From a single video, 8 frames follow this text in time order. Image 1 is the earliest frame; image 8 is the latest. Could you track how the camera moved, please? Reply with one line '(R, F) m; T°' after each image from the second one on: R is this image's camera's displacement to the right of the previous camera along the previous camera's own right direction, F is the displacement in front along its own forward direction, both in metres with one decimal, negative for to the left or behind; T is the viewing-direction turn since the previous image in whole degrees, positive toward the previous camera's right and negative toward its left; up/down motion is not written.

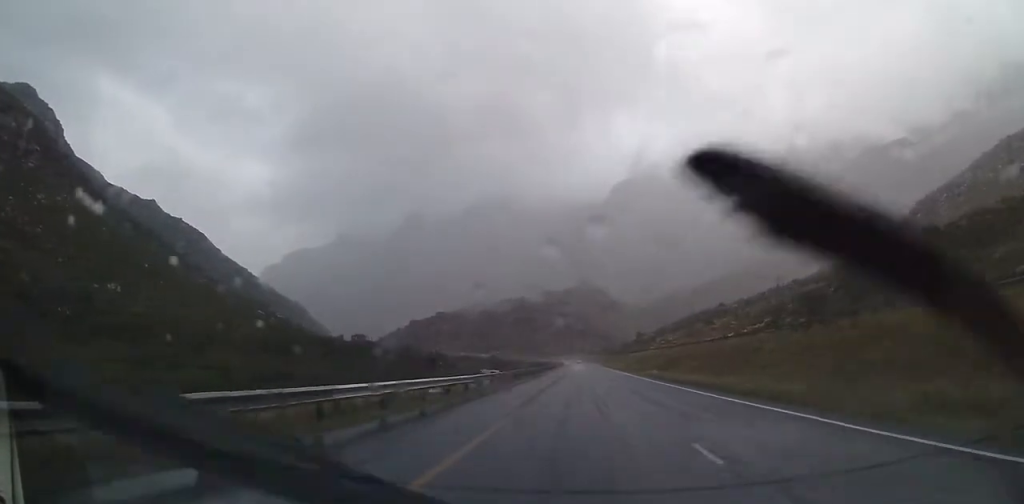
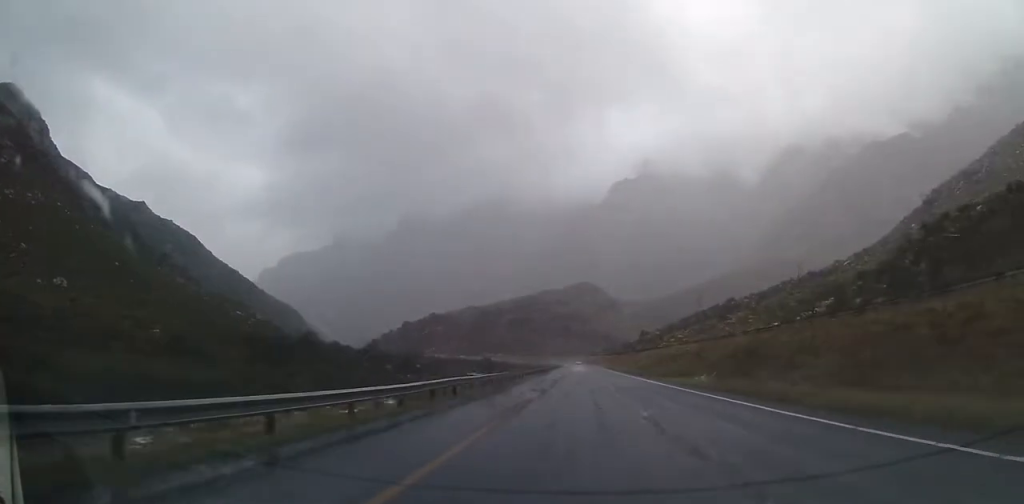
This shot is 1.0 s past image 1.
(-0.2, +30.3) m; -1°
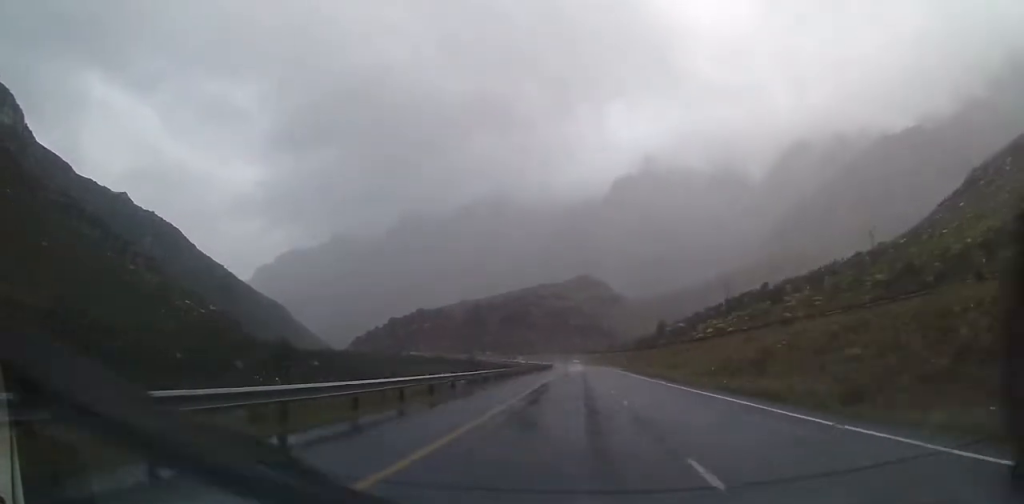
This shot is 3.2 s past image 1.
(-0.3, +63.6) m; +1°
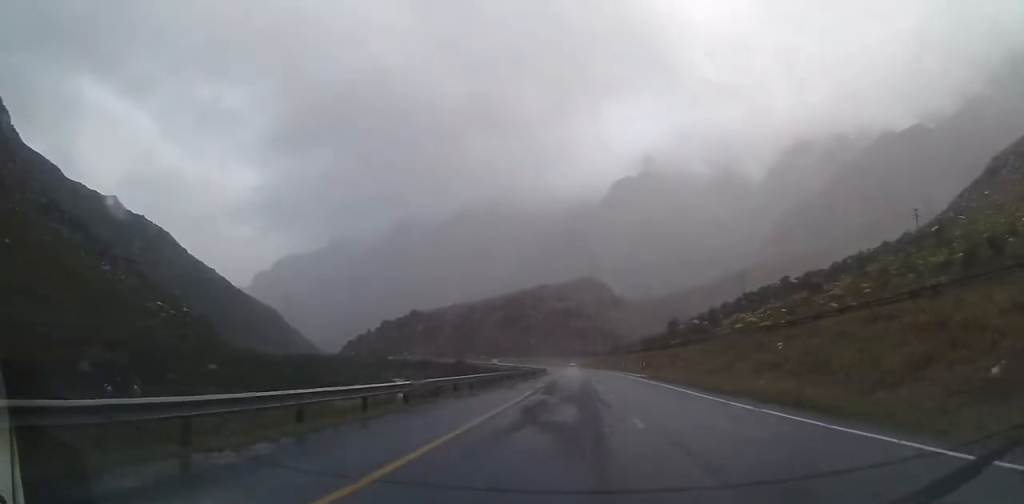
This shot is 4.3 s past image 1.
(+0.4, +29.6) m; 0°
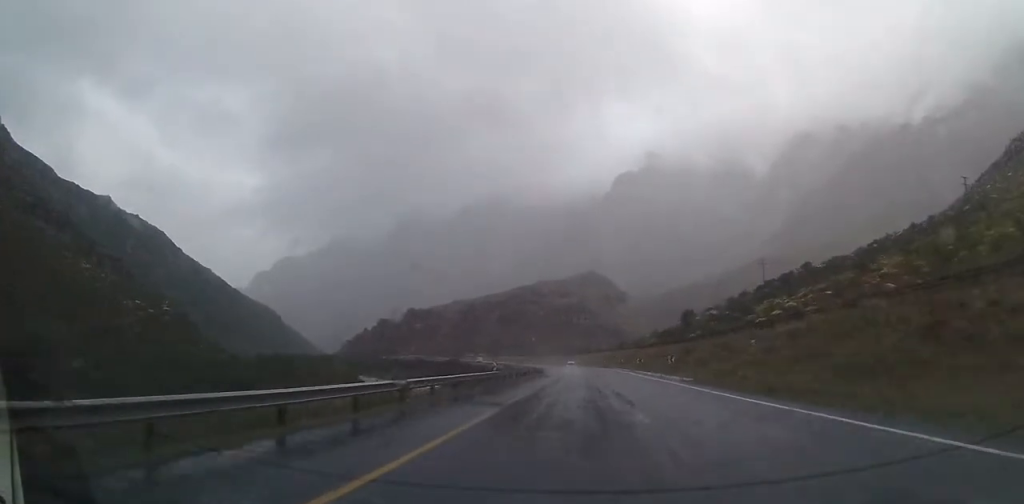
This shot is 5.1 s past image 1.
(-0.2, +23.7) m; -1°
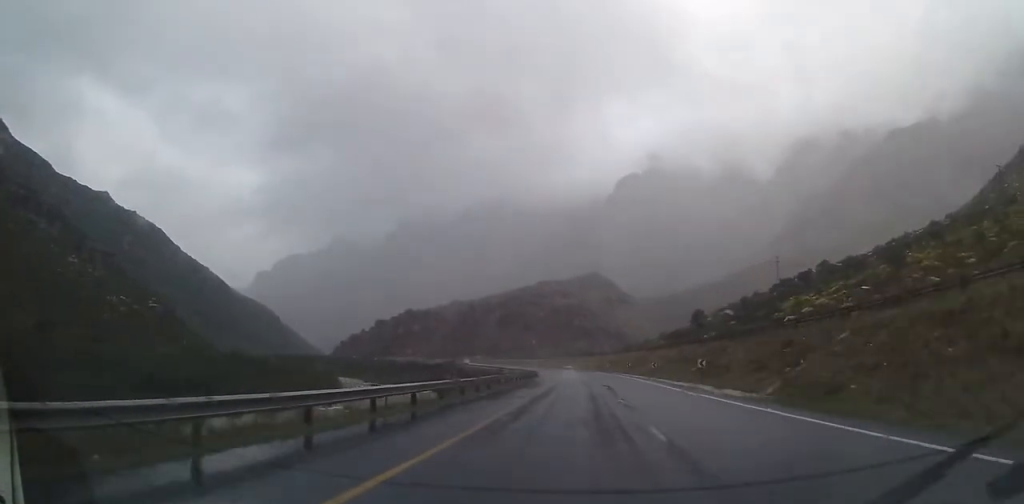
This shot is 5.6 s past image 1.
(-0.1, +14.2) m; 0°
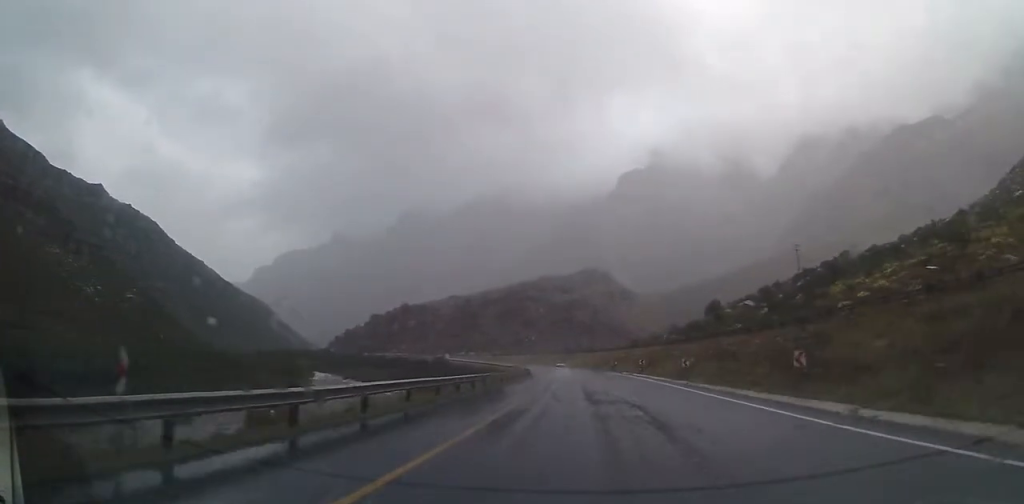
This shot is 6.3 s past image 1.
(0.0, +19.9) m; 0°
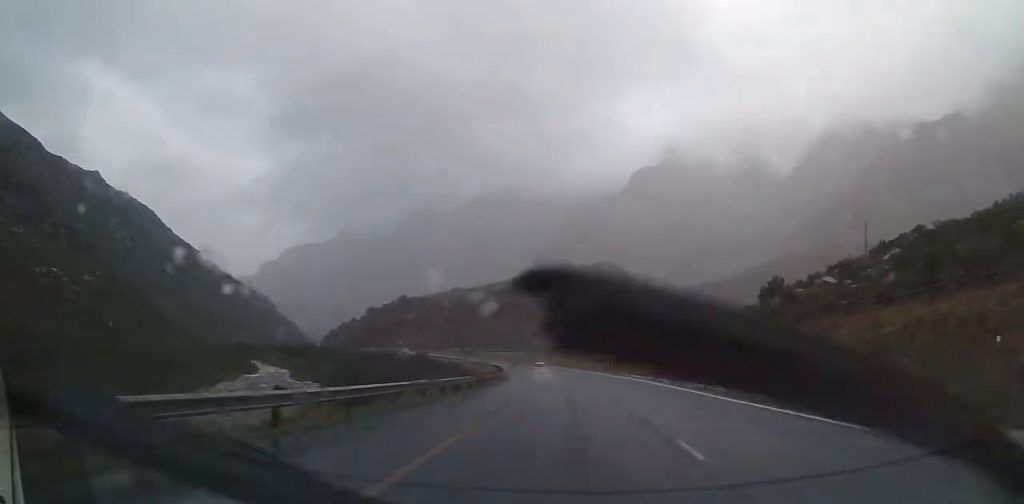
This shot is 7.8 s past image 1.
(-0.4, +42.4) m; -1°
